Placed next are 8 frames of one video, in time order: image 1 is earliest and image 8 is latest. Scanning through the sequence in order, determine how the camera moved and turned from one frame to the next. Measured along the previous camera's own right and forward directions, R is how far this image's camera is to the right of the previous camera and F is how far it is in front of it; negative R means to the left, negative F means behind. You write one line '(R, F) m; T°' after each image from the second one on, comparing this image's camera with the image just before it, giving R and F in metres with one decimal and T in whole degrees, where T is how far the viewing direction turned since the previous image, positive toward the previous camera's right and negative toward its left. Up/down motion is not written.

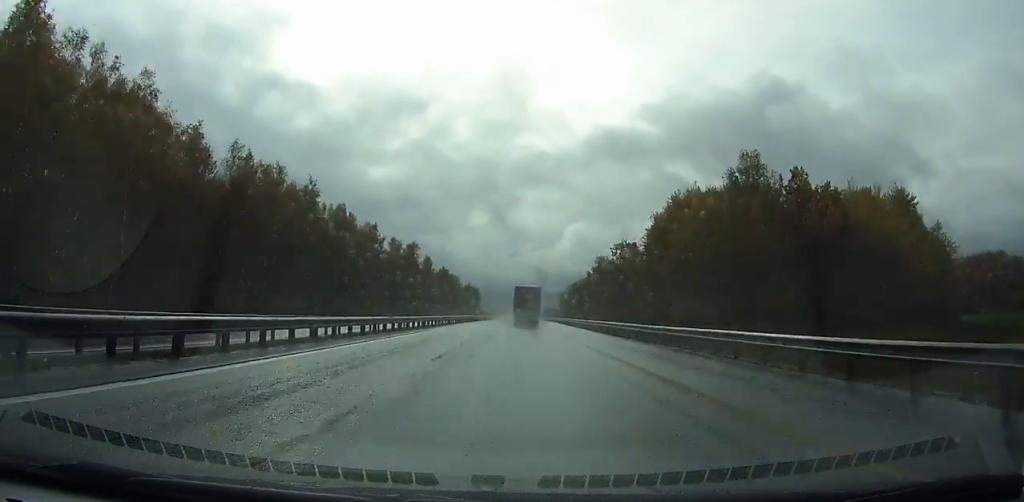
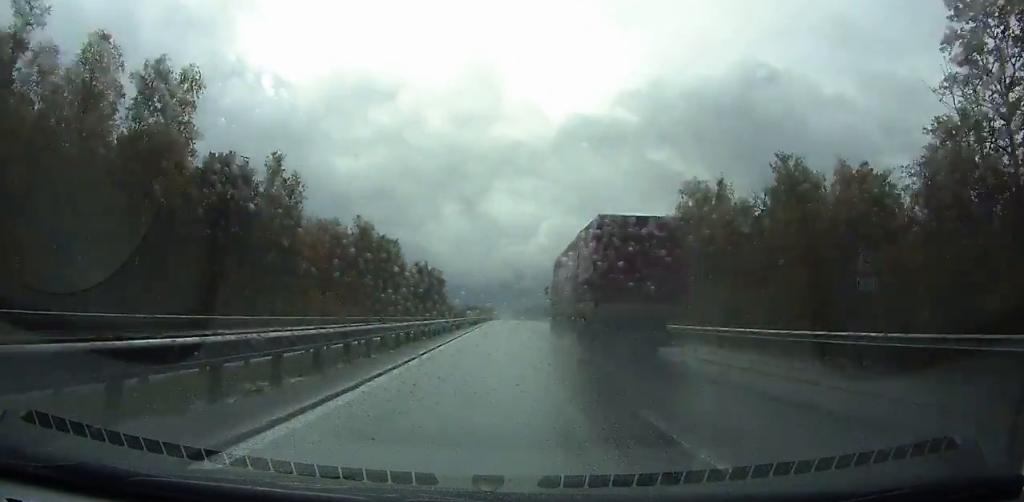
(+1.4, +117.5) m; +2°
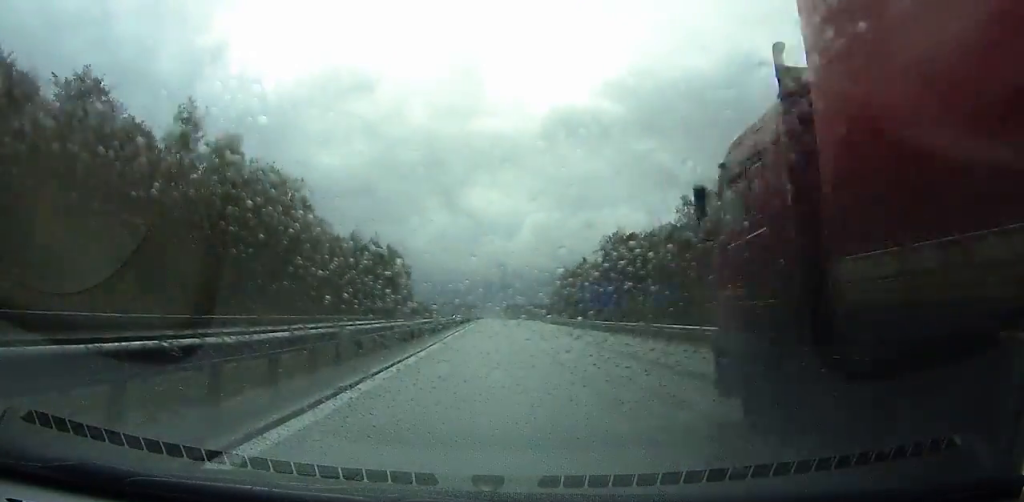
(+0.6, +64.7) m; +1°
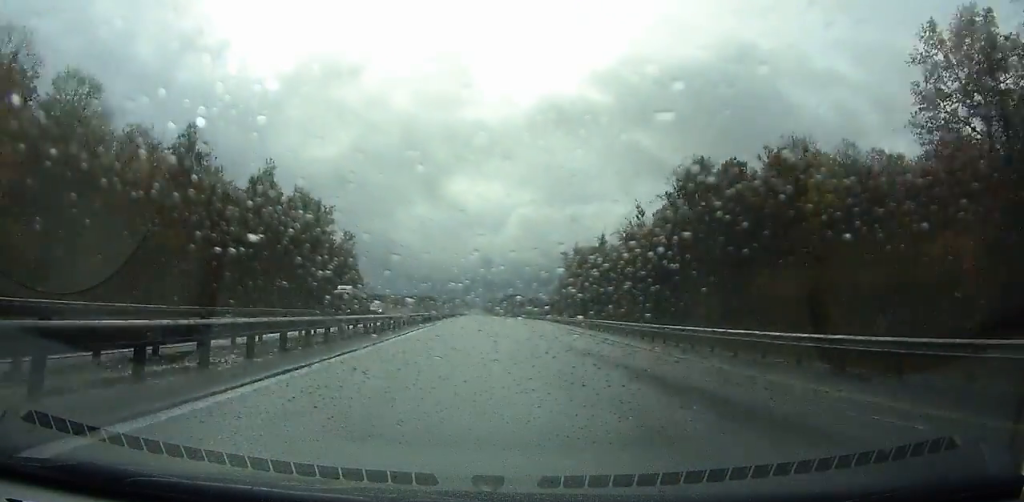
(+0.9, +65.1) m; +1°
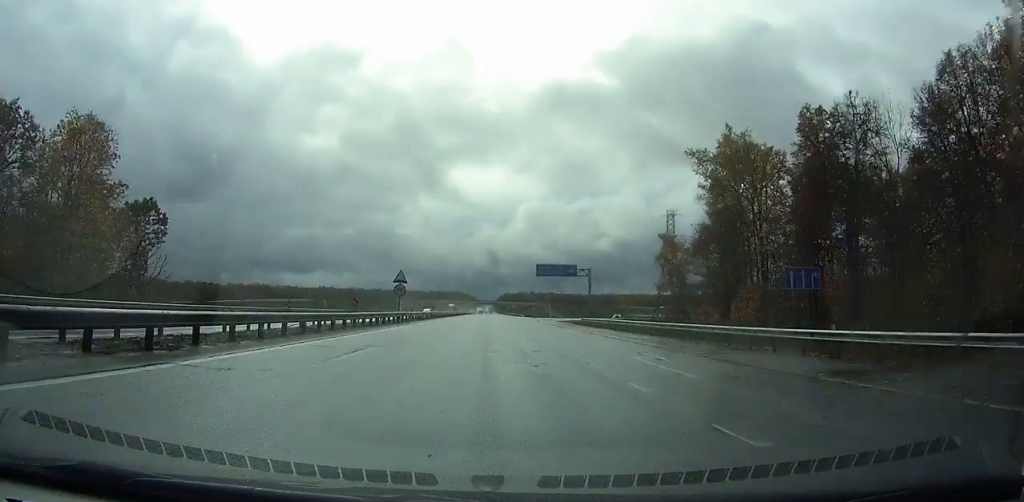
(+0.3, +105.5) m; 0°
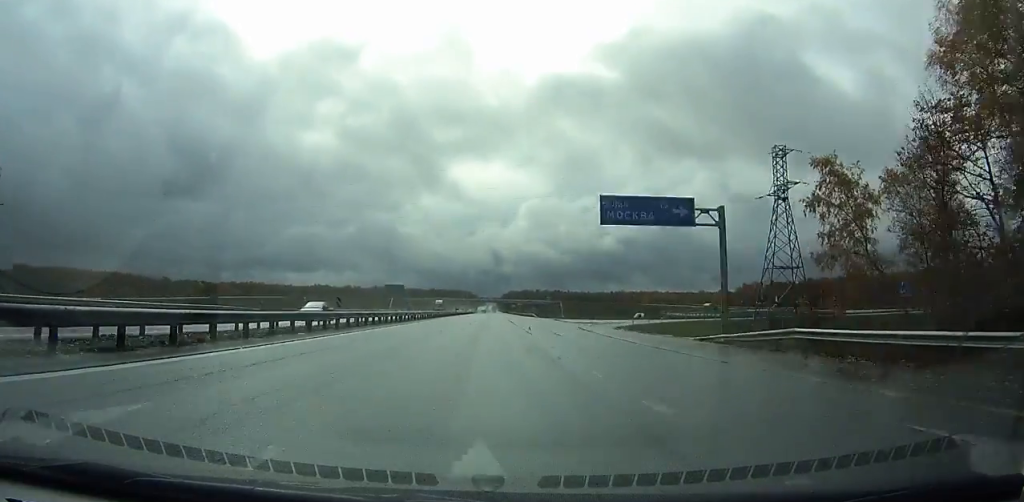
(-0.2, +43.4) m; 0°
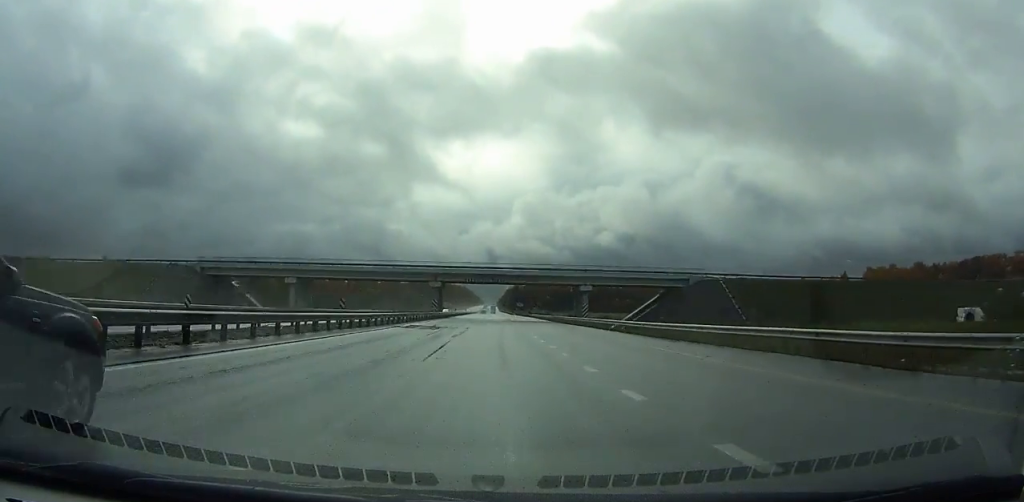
(-1.4, +208.2) m; 0°
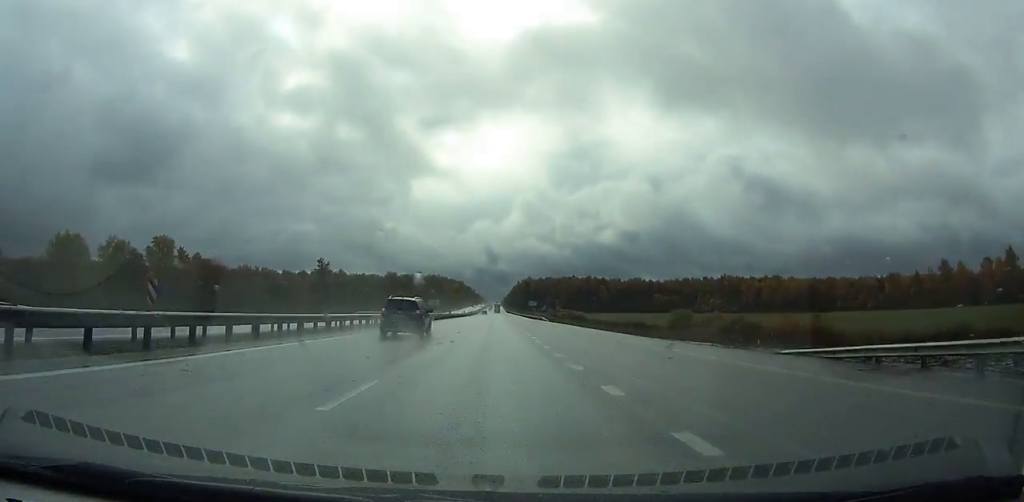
(+0.2, +139.0) m; 0°
